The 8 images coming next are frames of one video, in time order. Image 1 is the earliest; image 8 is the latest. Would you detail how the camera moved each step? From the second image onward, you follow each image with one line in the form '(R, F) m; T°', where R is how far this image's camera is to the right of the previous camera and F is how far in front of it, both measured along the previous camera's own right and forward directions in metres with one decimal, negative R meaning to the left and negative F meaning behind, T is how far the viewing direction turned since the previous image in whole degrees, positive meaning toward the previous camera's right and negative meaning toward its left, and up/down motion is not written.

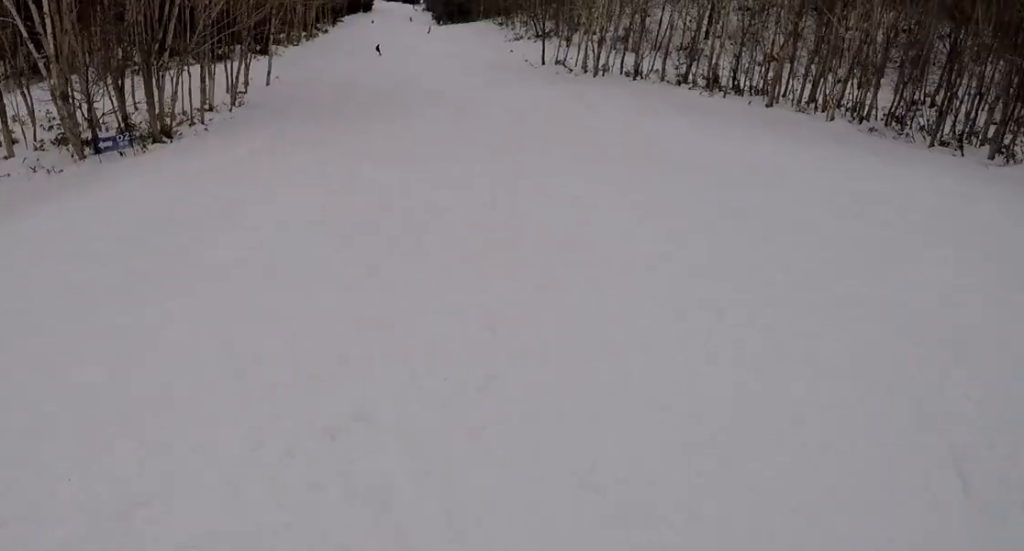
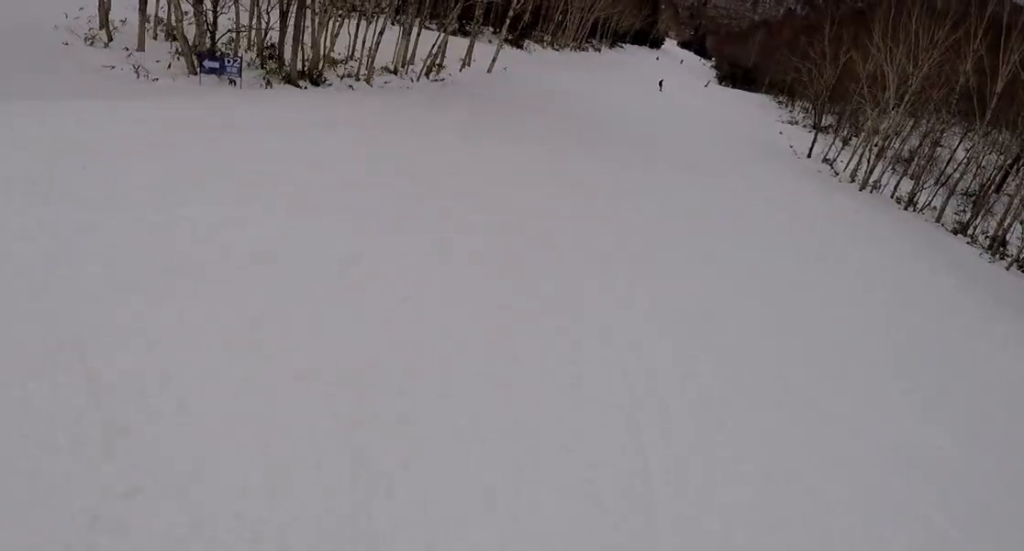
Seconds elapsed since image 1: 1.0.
(-0.8, +7.9) m; -15°
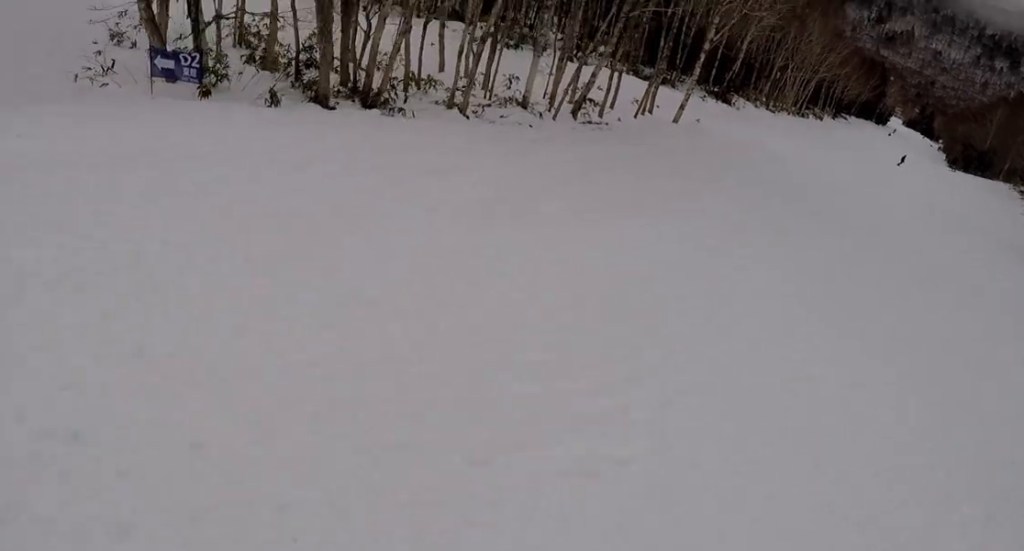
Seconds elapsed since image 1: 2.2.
(-1.9, +11.4) m; -4°
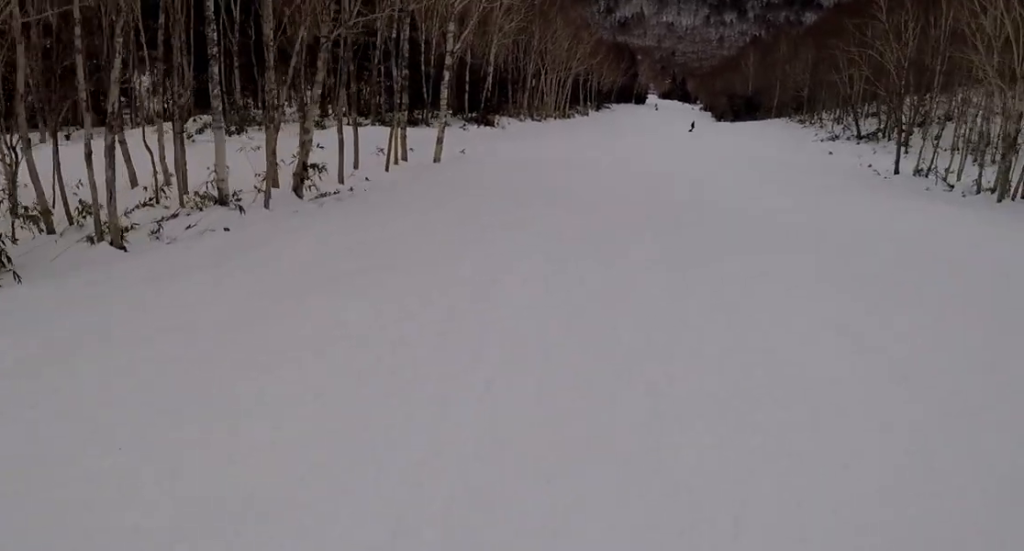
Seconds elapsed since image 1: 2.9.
(+0.4, +7.2) m; +6°
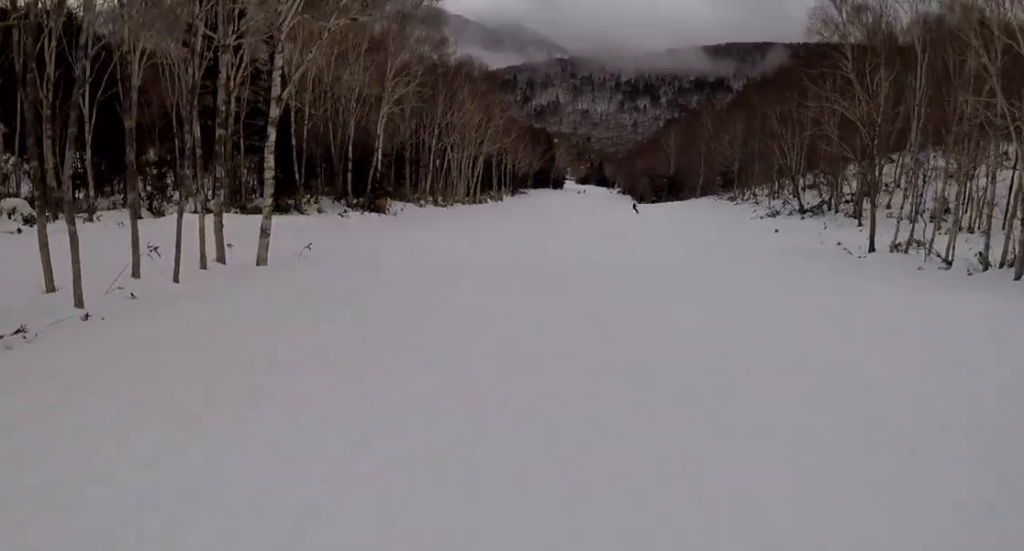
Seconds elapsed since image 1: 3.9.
(+0.9, +10.2) m; +3°
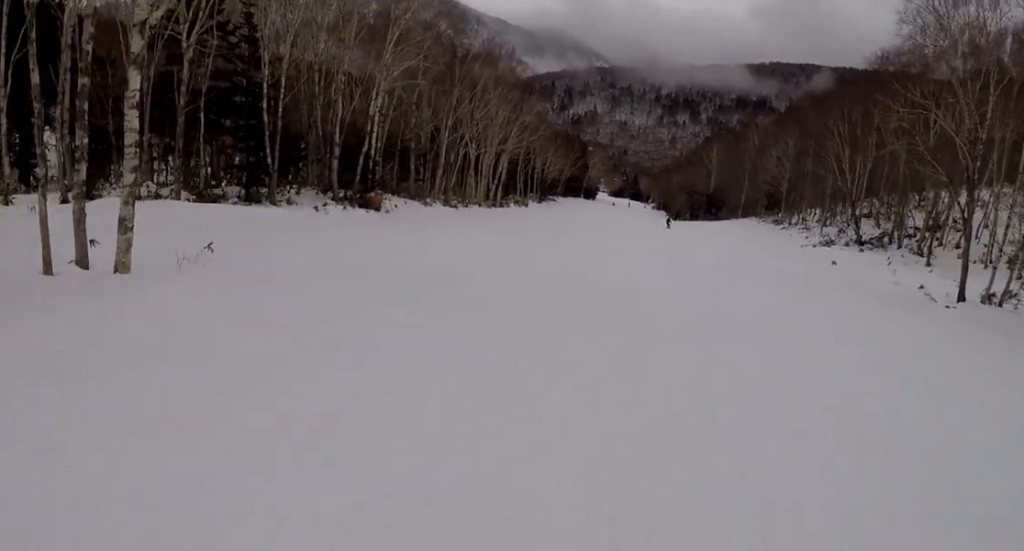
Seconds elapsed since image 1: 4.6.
(-0.3, +7.2) m; -2°
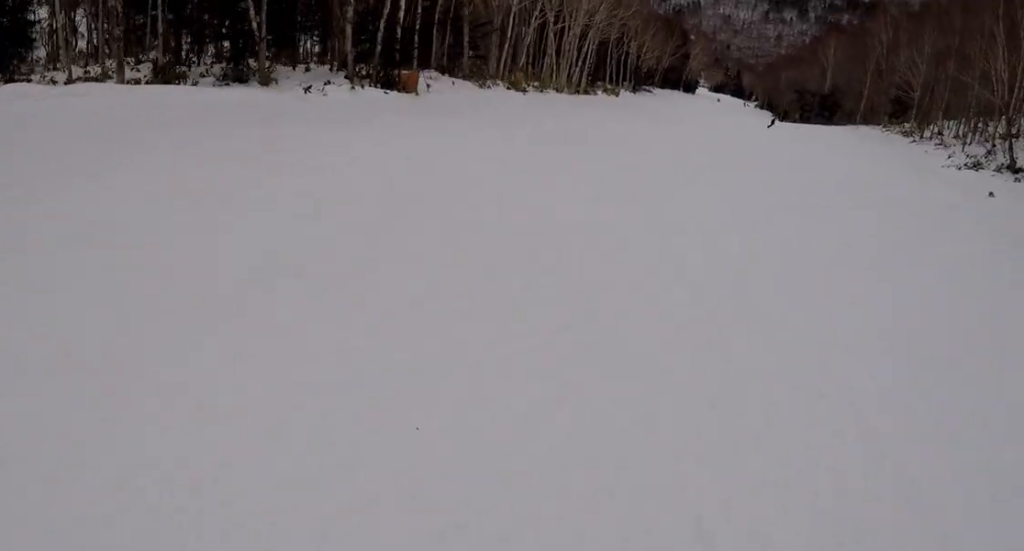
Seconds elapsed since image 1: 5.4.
(0.0, +9.2) m; -6°
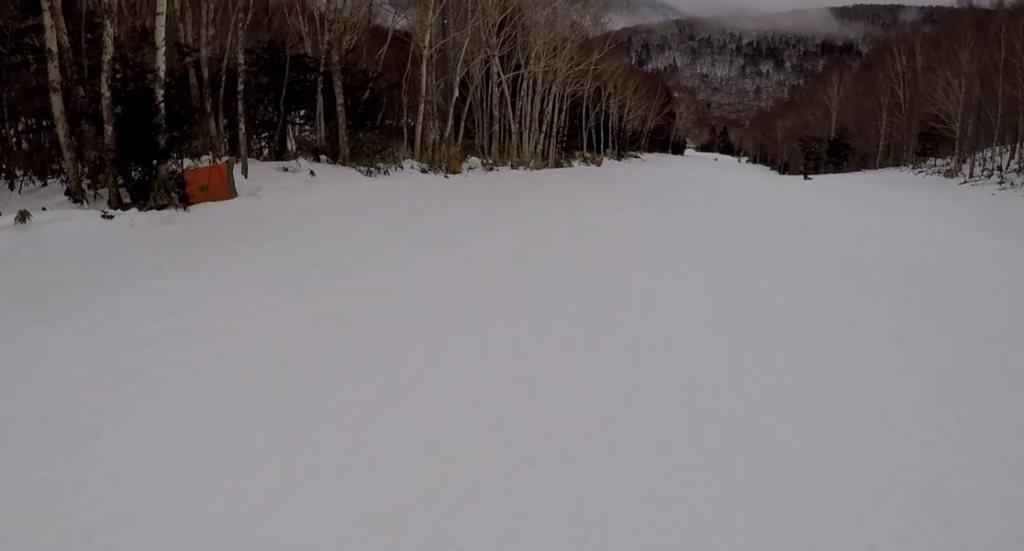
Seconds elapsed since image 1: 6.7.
(-1.1, +14.4) m; +1°
